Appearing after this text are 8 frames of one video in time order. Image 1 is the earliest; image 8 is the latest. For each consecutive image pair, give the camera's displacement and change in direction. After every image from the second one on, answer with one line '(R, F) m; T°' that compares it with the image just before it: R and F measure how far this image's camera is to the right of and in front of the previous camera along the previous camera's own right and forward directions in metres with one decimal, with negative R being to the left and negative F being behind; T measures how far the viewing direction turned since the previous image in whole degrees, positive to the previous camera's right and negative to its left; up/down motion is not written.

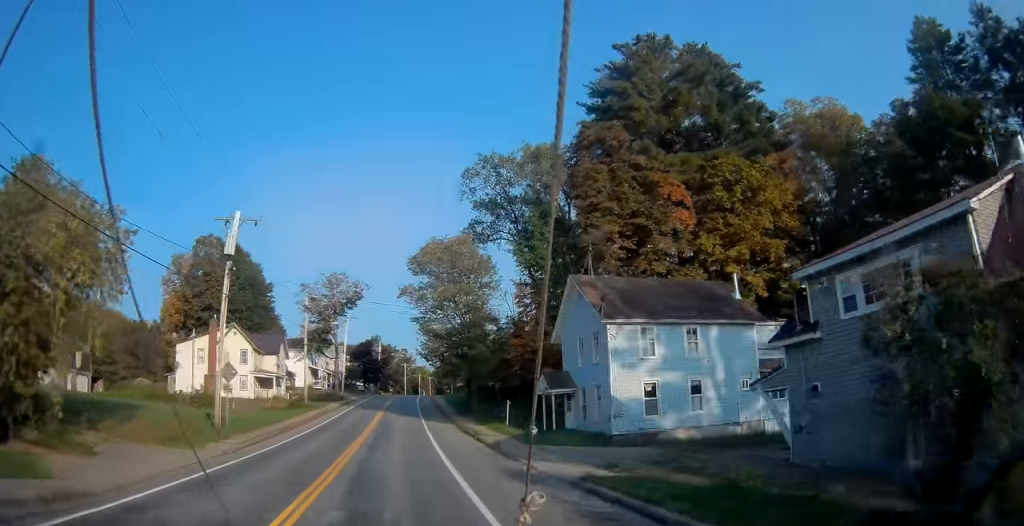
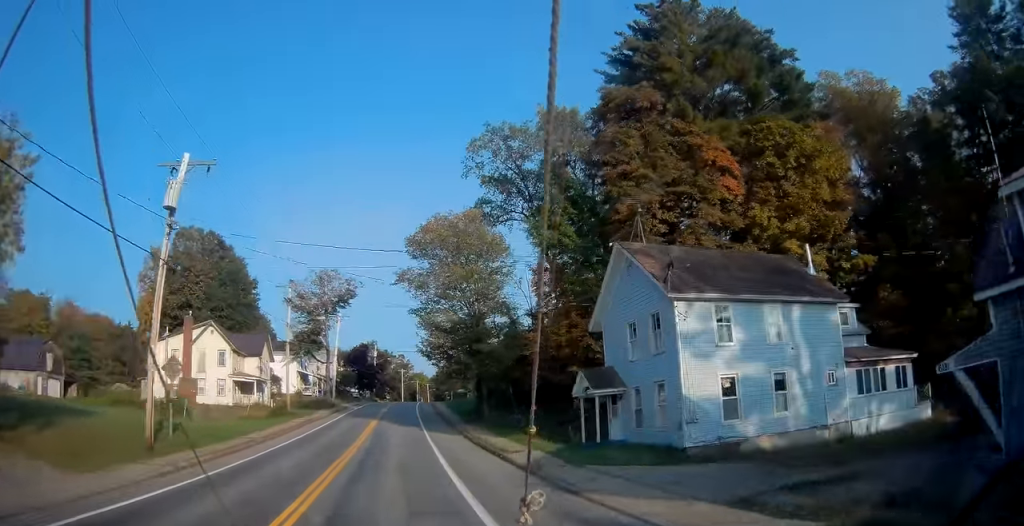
(+0.1, +7.0) m; 0°
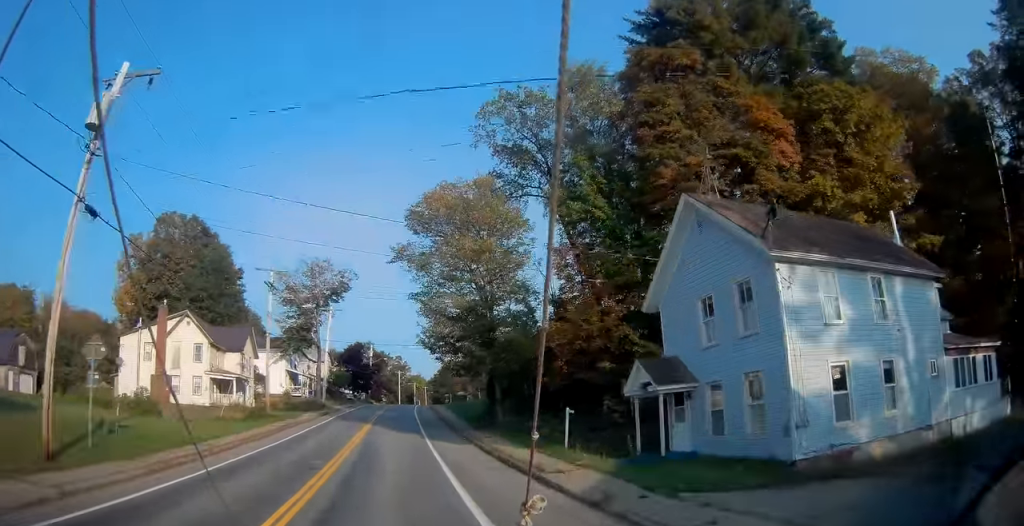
(+0.2, +6.0) m; 0°
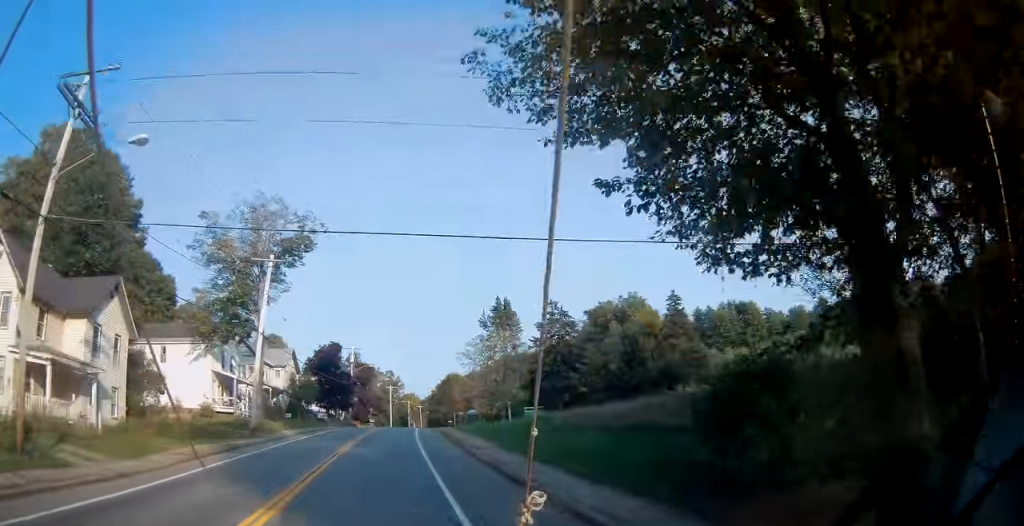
(-0.1, +26.5) m; +1°
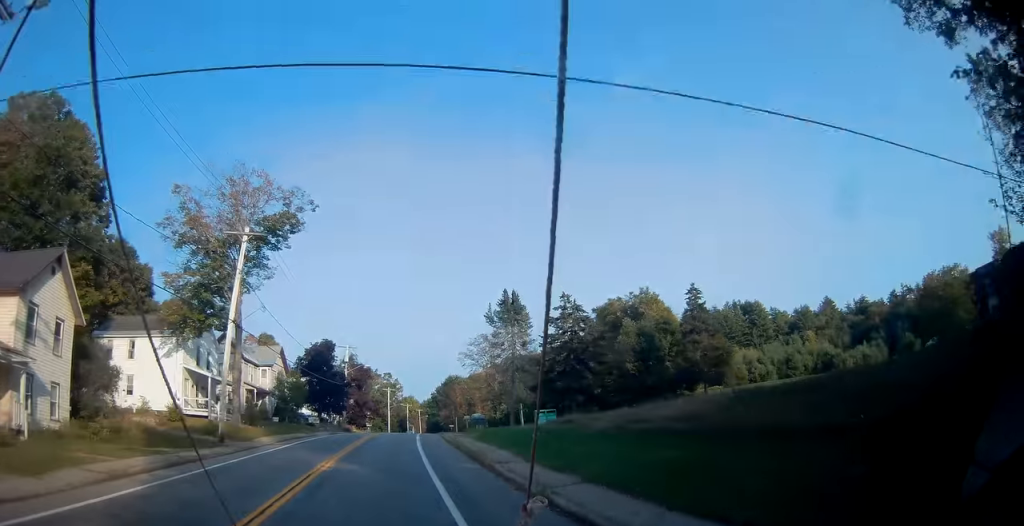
(+0.1, +6.0) m; +1°
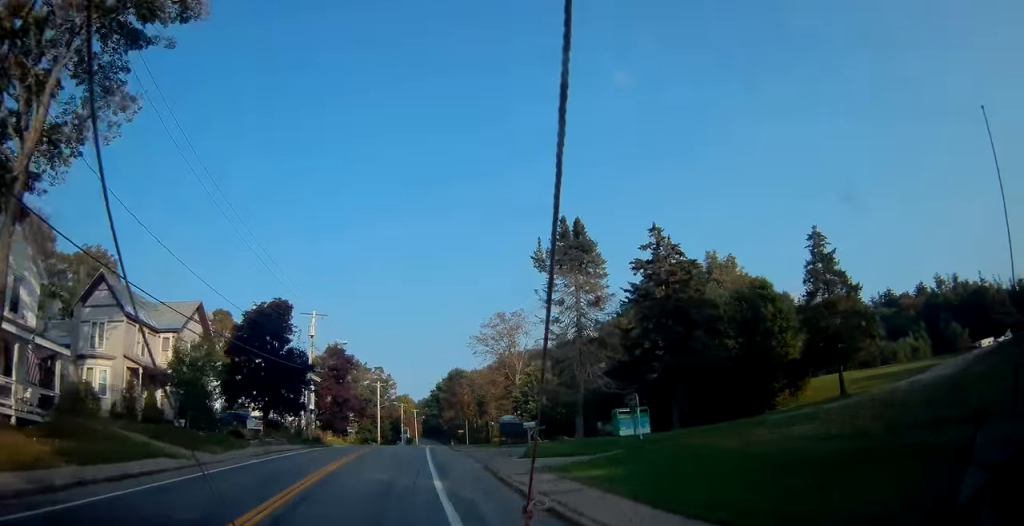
(-0.3, +25.0) m; -1°
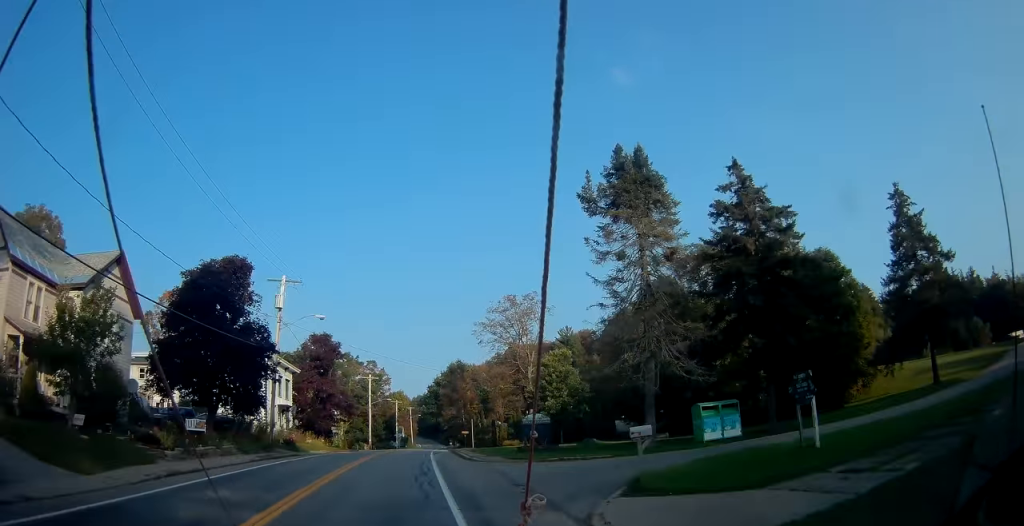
(0.0, +11.9) m; +1°
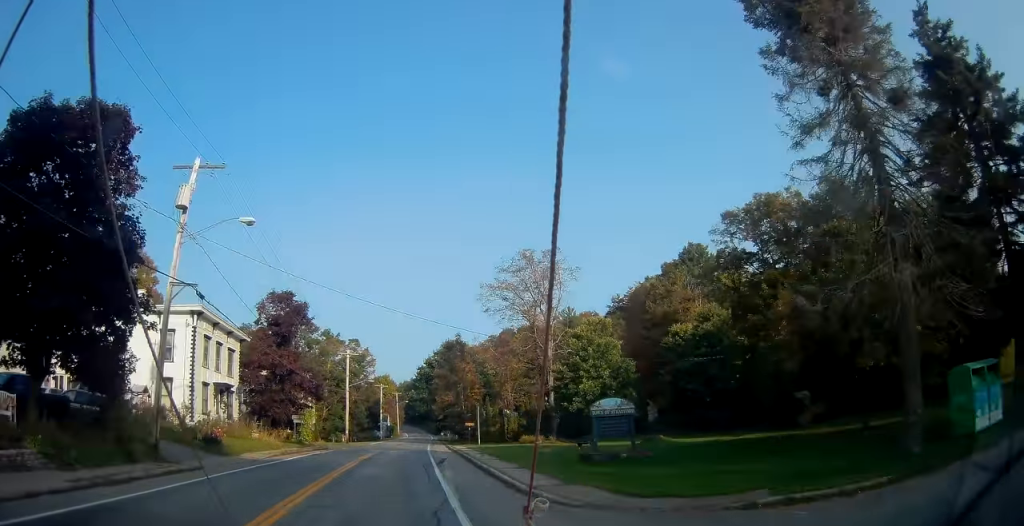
(+0.4, +16.5) m; +2°
